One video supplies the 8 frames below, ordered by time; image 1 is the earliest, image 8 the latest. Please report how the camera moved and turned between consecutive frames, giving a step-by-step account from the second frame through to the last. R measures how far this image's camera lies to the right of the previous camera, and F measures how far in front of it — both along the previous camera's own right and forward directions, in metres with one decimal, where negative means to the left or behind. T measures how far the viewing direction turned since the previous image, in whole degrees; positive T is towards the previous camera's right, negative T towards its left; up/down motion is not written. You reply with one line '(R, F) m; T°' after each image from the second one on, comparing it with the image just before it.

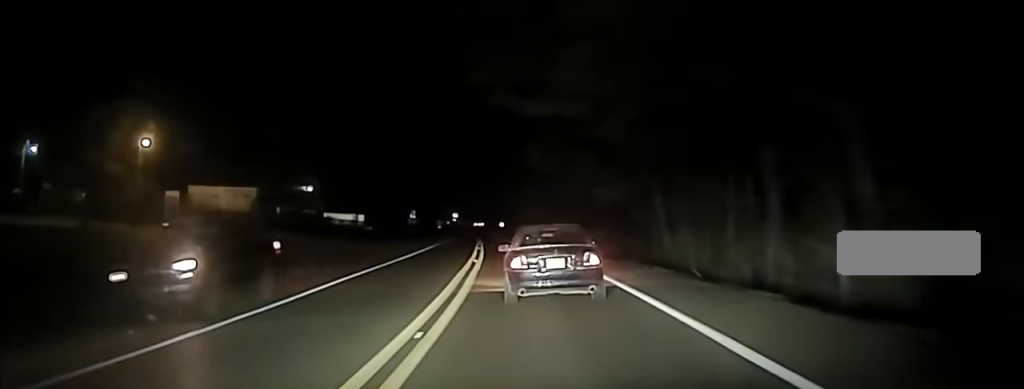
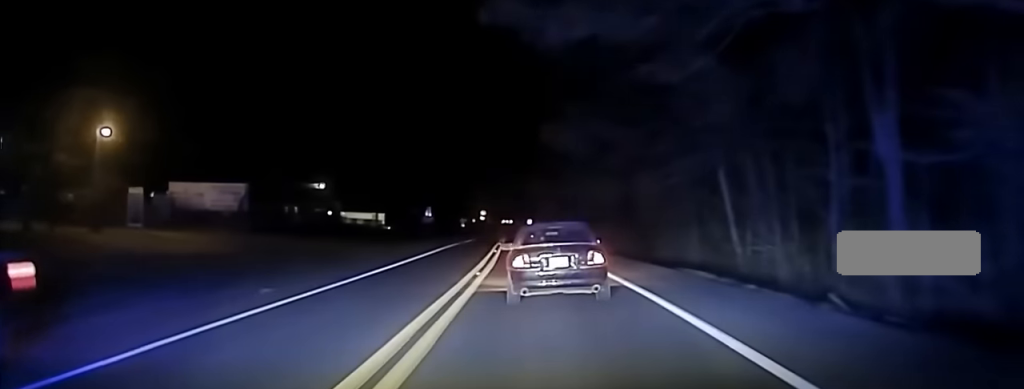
(-0.3, +13.4) m; -2°
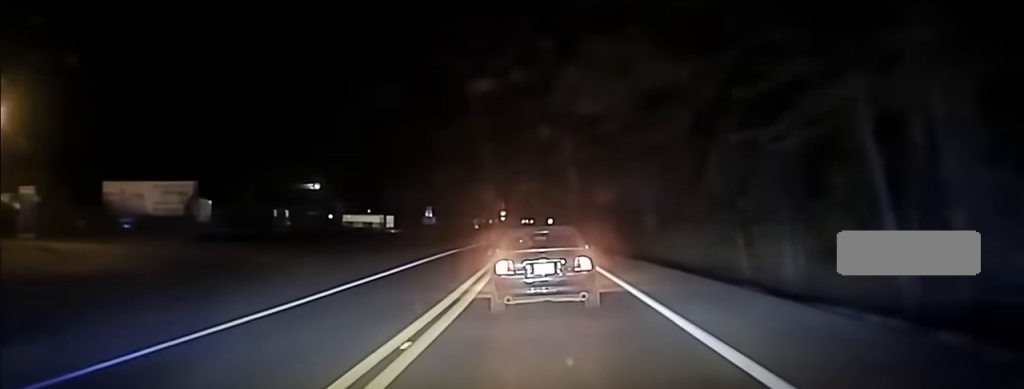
(-0.1, +8.5) m; -1°
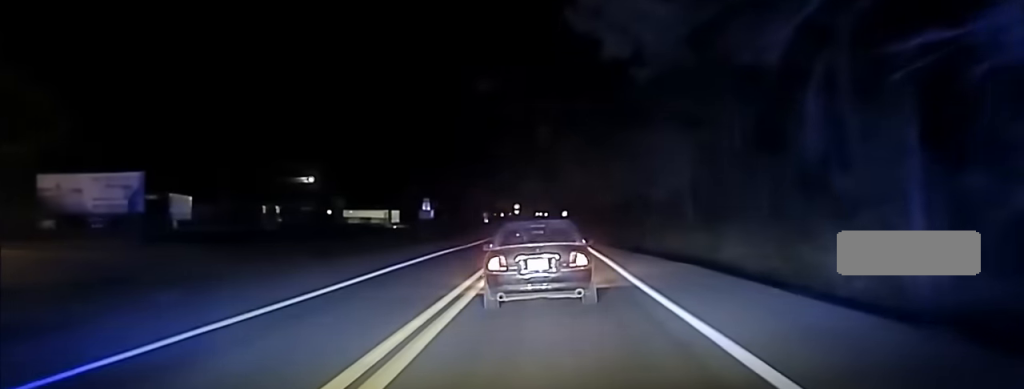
(0.0, +11.2) m; 0°
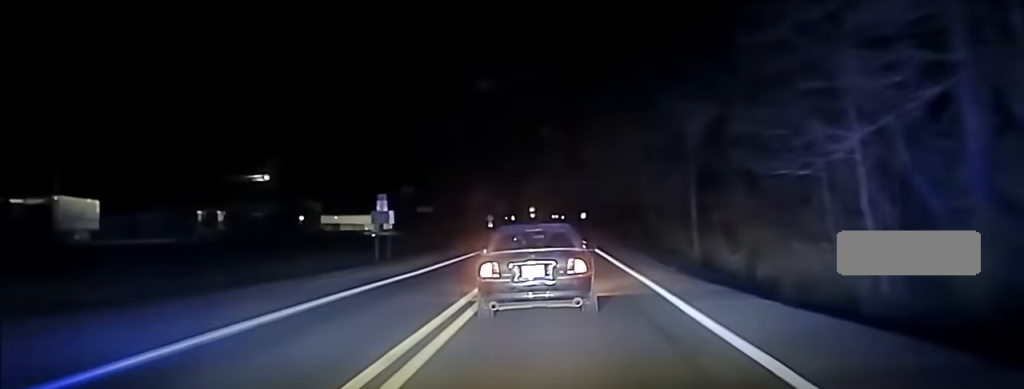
(-0.4, +27.3) m; -2°
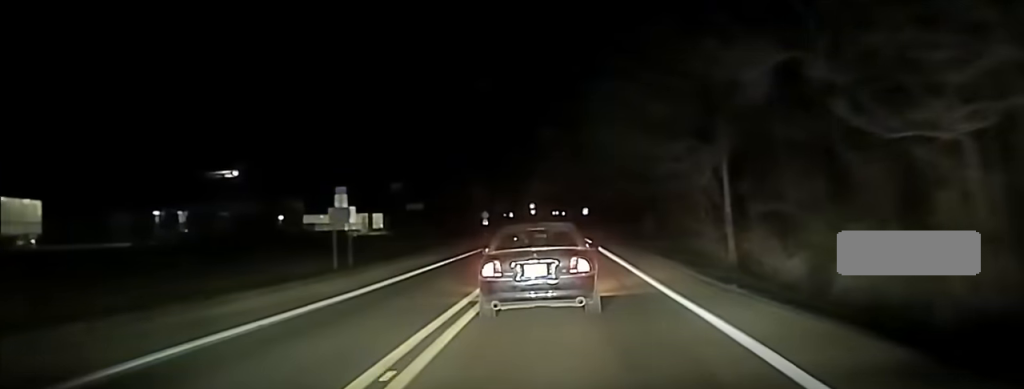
(-0.2, +13.1) m; 0°
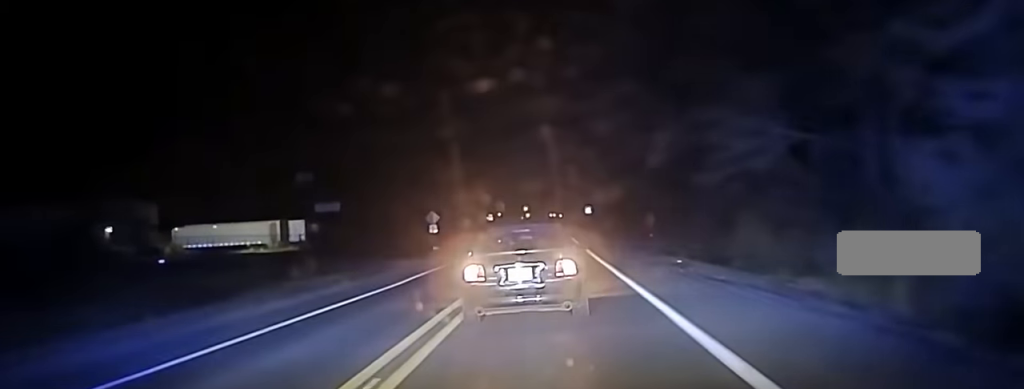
(+0.8, +51.8) m; 0°
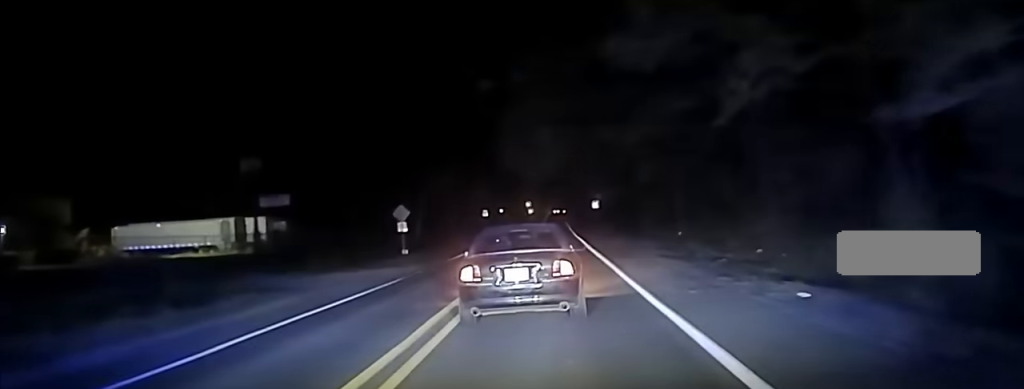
(-0.1, +19.1) m; -1°
